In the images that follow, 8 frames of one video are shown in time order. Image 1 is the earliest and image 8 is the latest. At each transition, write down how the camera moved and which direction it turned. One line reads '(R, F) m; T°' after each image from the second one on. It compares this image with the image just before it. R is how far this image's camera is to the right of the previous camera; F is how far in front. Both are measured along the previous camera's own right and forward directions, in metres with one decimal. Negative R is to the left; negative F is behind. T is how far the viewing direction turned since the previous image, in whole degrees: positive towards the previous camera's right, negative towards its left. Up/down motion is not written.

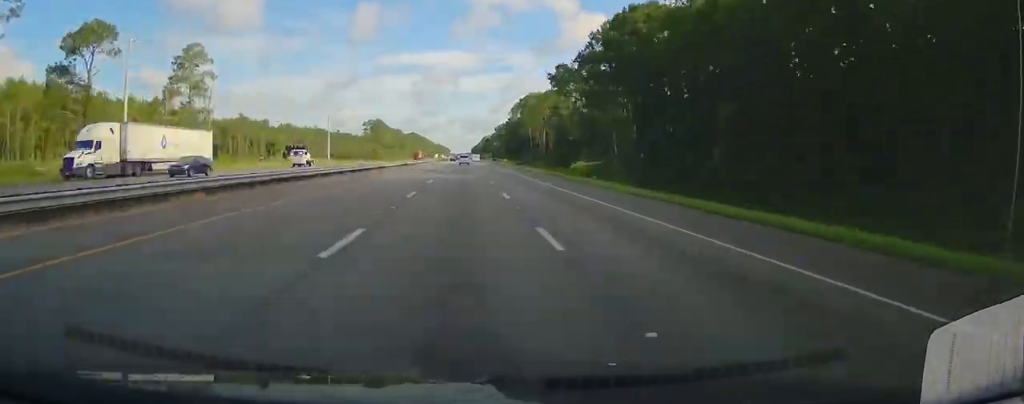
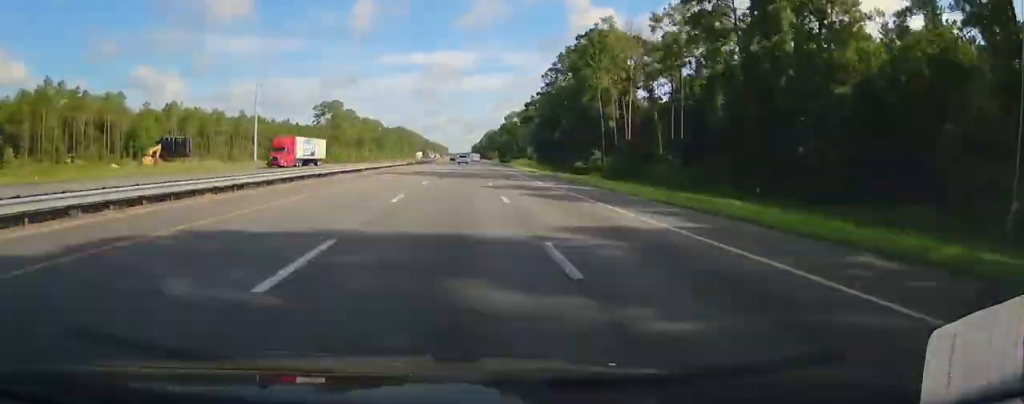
(-0.7, +99.1) m; 0°
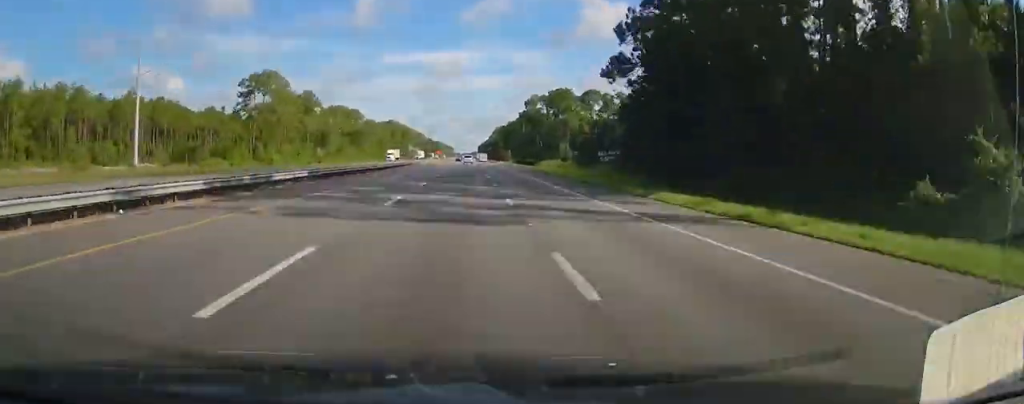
(-0.1, +74.0) m; 0°
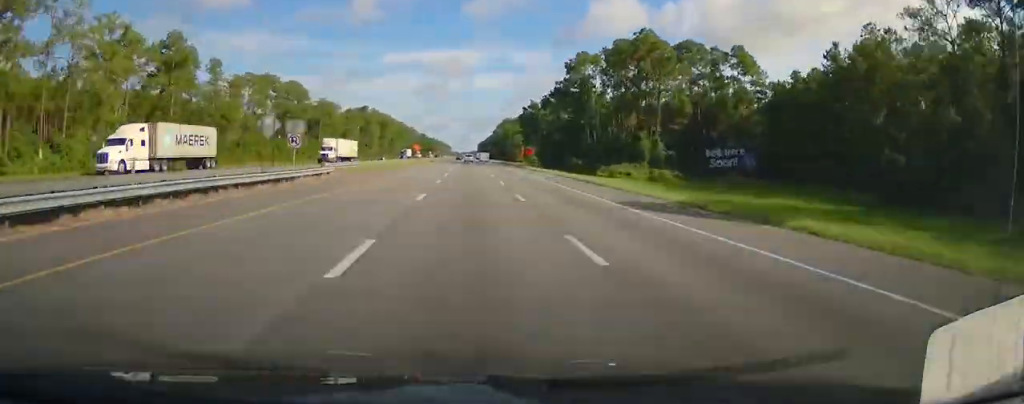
(0.0, +83.2) m; 0°
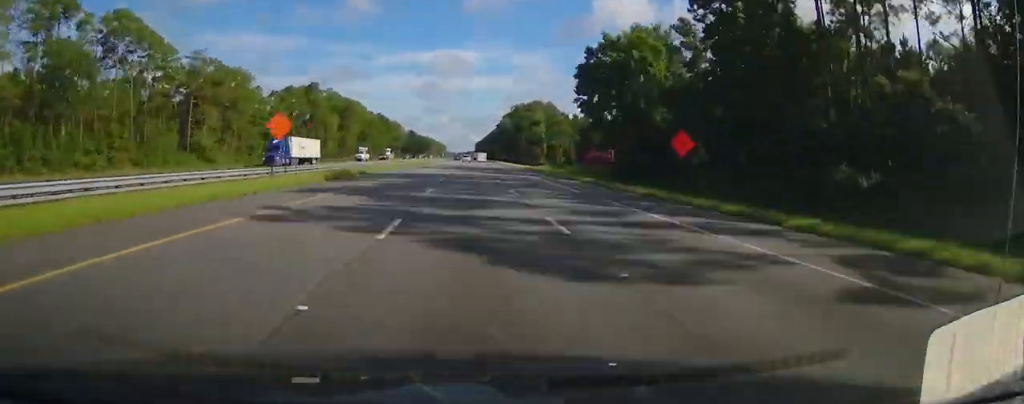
(+0.3, +82.7) m; 0°
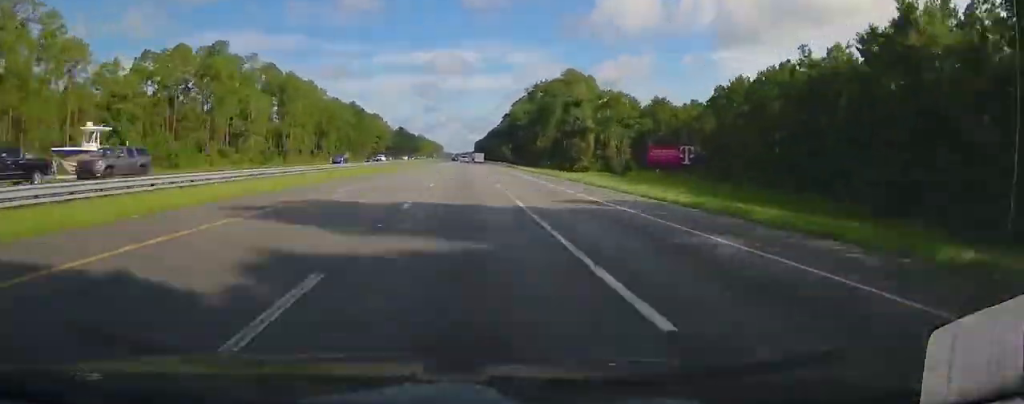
(+0.3, +68.1) m; 0°
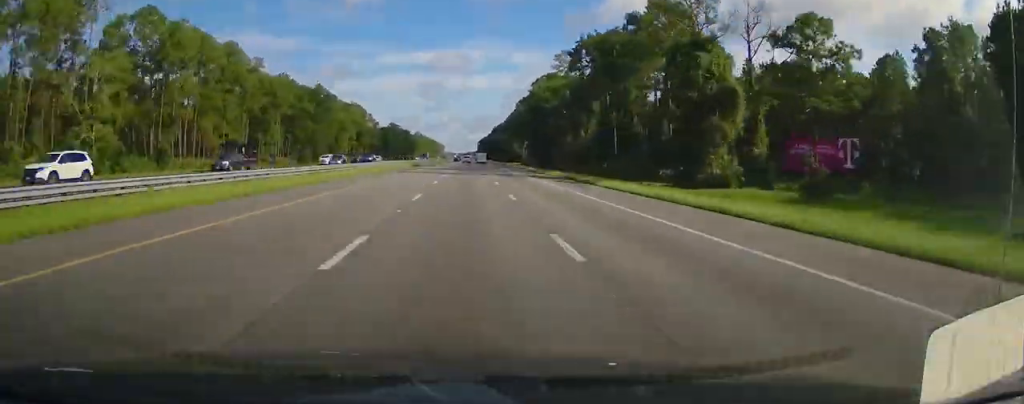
(0.0, +58.0) m; 0°
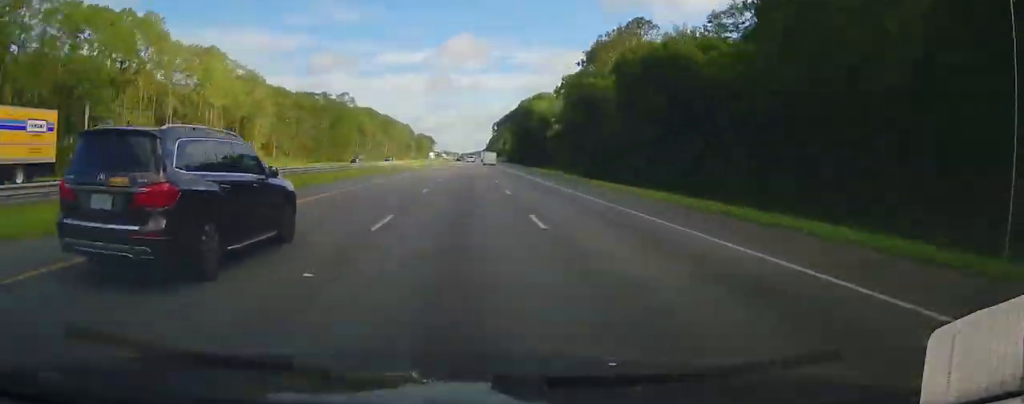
(+0.1, +329.3) m; 0°
